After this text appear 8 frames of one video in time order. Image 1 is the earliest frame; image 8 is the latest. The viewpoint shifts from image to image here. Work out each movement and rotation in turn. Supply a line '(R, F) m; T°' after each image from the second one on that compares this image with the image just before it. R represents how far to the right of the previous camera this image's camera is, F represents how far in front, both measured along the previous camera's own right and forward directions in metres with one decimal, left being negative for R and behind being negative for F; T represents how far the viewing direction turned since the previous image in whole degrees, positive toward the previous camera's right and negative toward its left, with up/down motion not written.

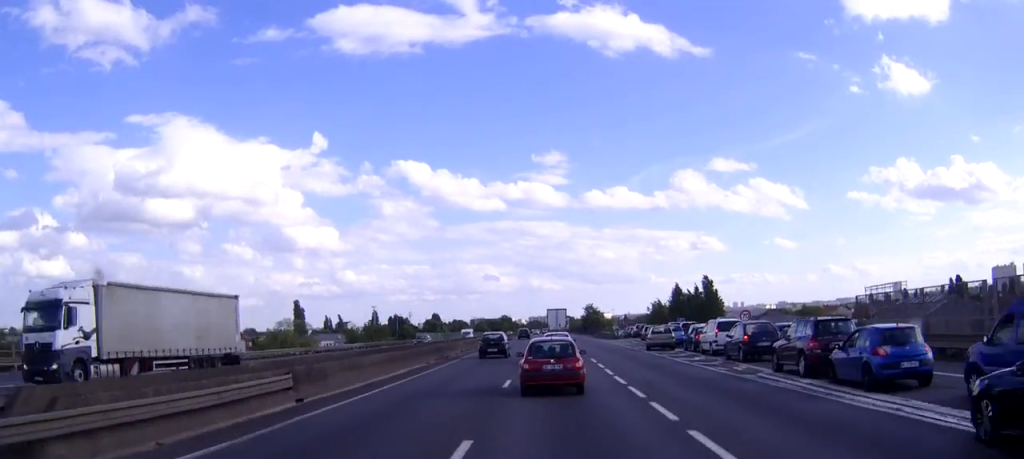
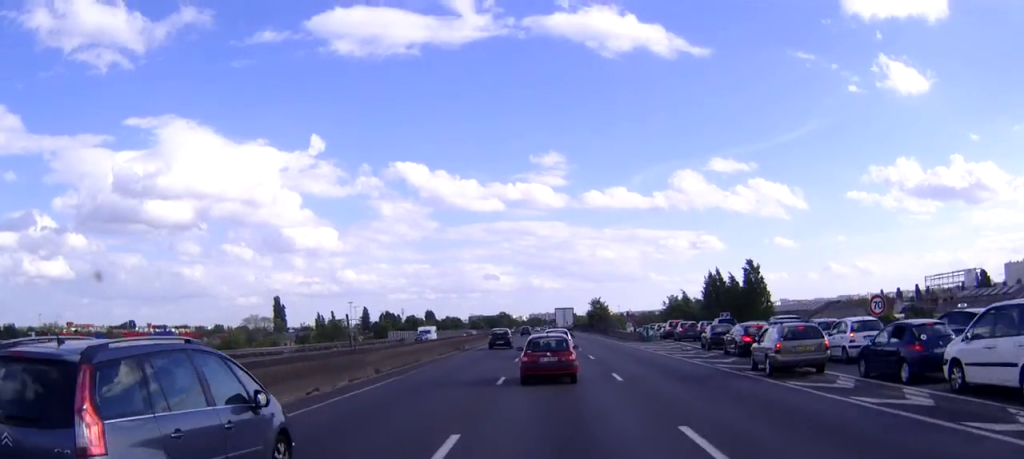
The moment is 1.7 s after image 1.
(+0.1, +25.8) m; 0°
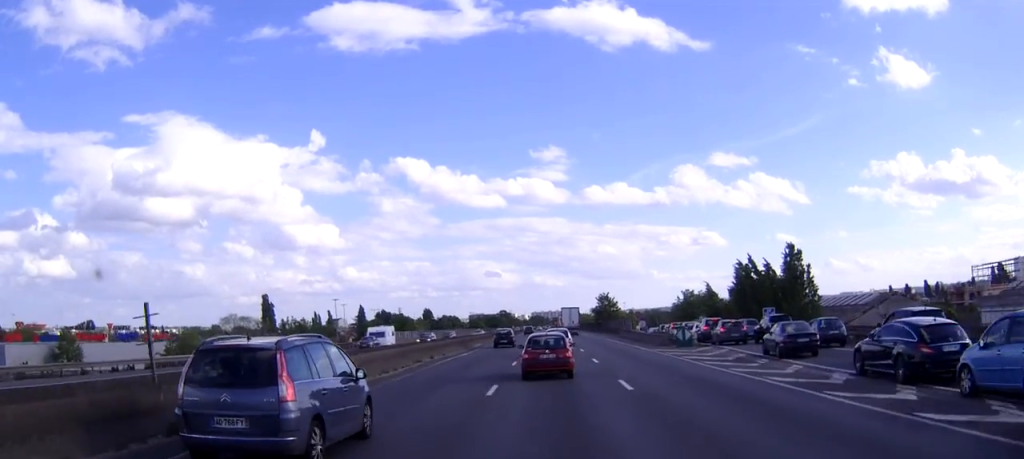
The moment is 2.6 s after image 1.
(0.0, +15.5) m; 0°
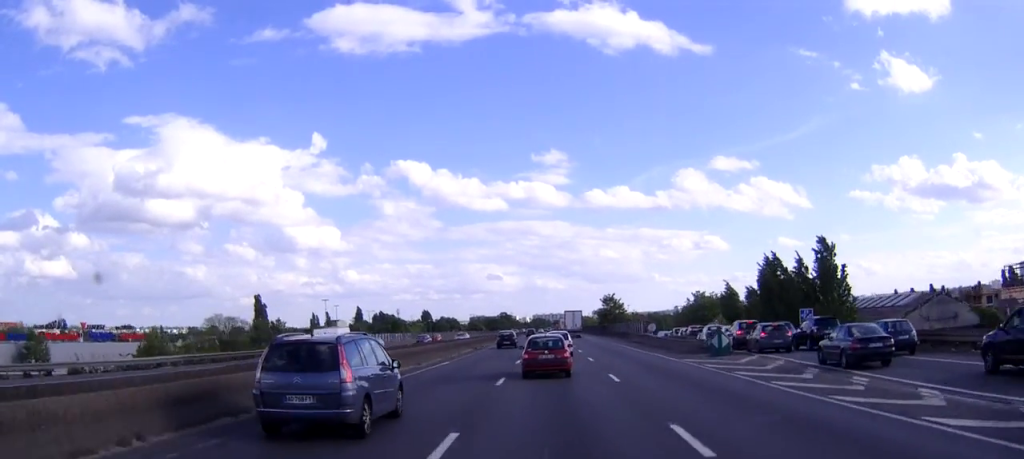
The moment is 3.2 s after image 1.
(0.0, +9.2) m; 0°
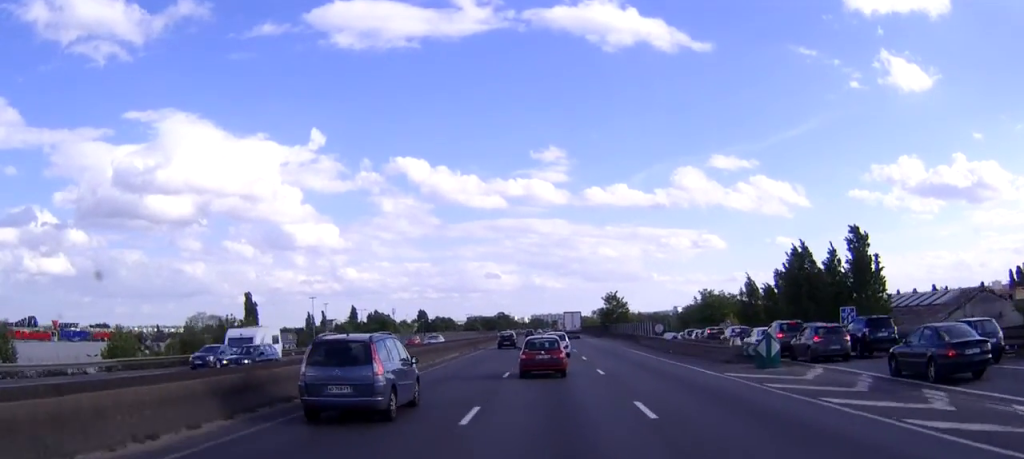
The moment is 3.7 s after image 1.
(0.0, +8.2) m; 0°
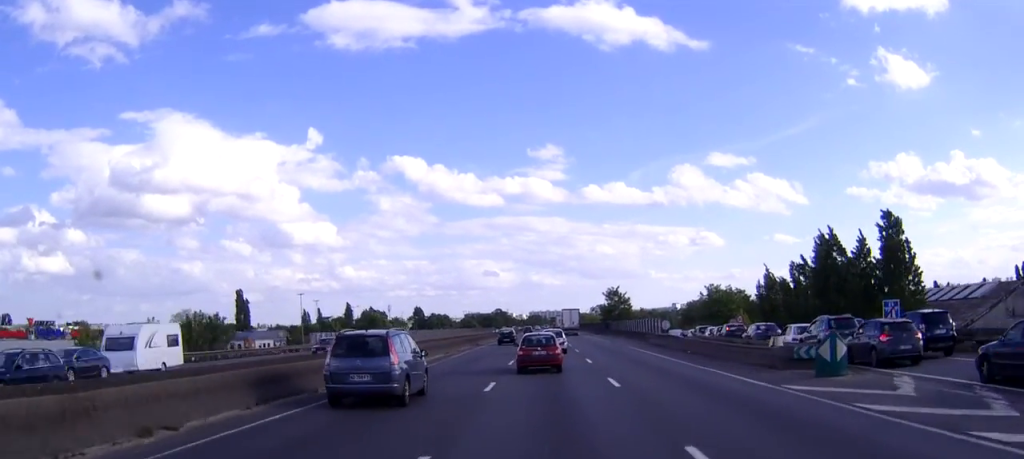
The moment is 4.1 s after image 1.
(0.0, +6.7) m; 0°
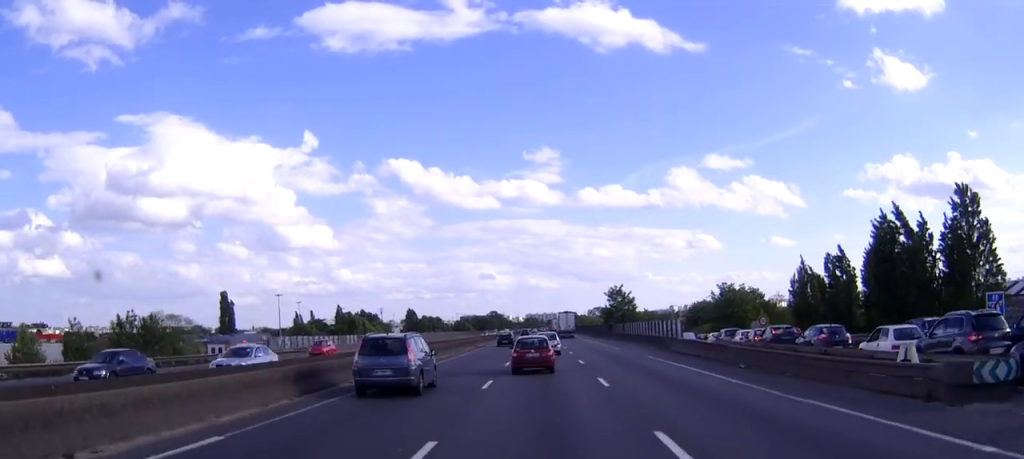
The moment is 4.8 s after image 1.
(0.0, +11.2) m; 0°
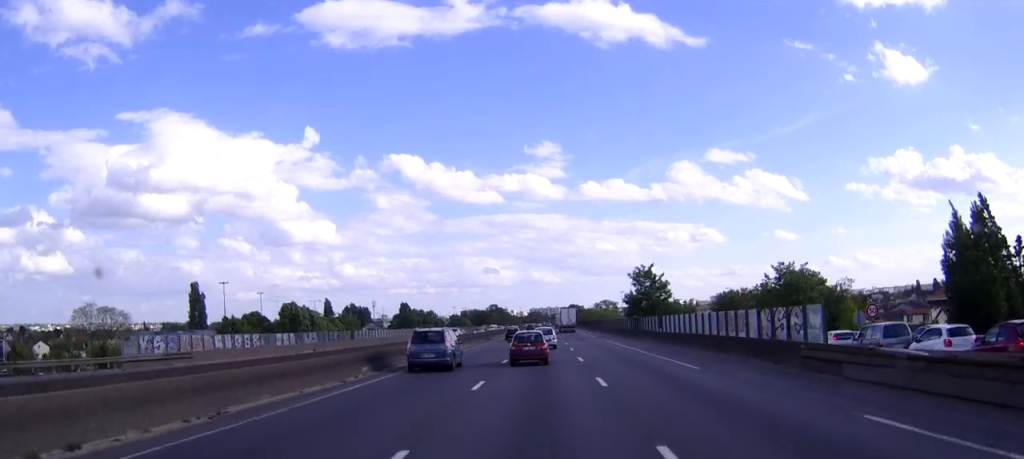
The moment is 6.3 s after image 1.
(-0.2, +26.8) m; -1°
